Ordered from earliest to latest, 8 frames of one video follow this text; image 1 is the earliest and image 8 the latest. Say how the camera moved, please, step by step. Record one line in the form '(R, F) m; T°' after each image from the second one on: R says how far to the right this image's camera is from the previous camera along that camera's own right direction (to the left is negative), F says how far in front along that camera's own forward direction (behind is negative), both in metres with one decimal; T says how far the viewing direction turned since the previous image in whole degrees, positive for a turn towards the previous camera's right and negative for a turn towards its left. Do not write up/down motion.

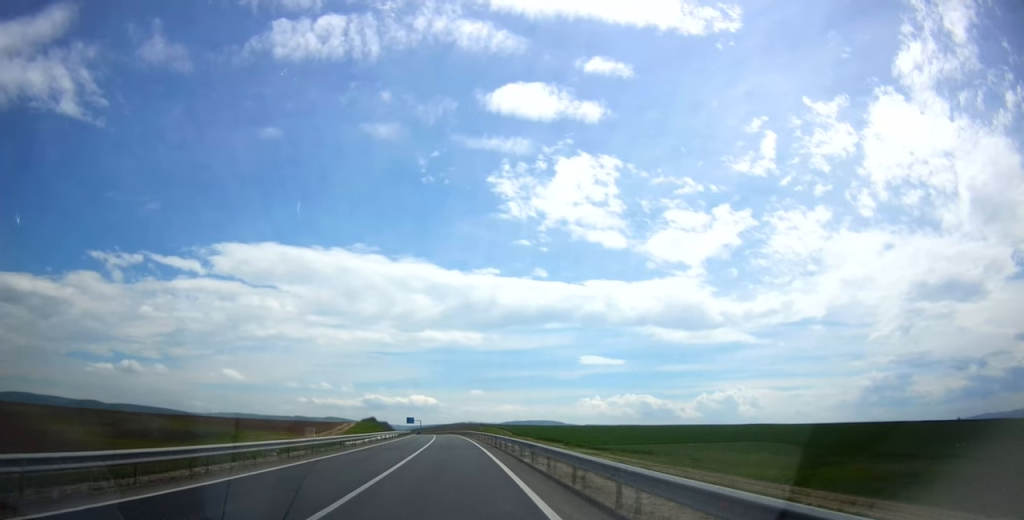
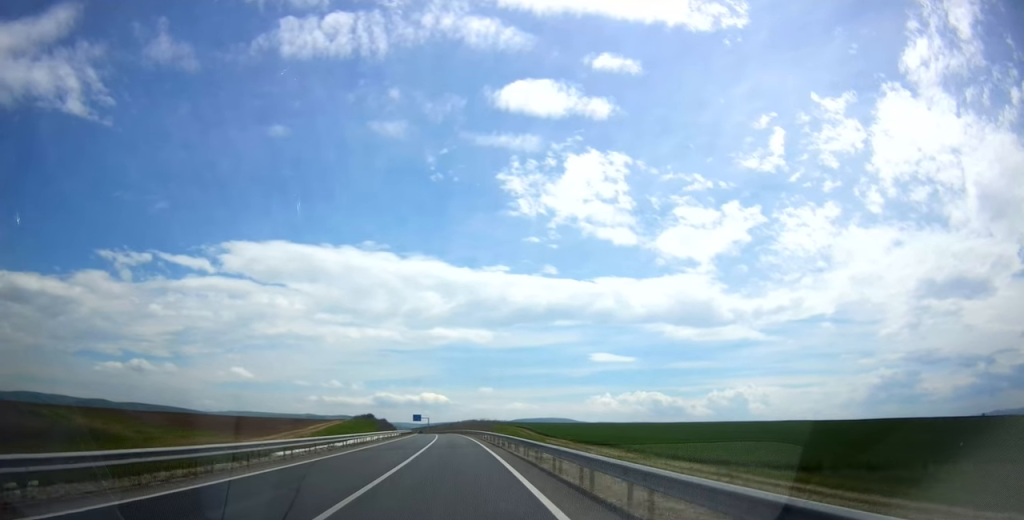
(-0.2, +24.1) m; 0°
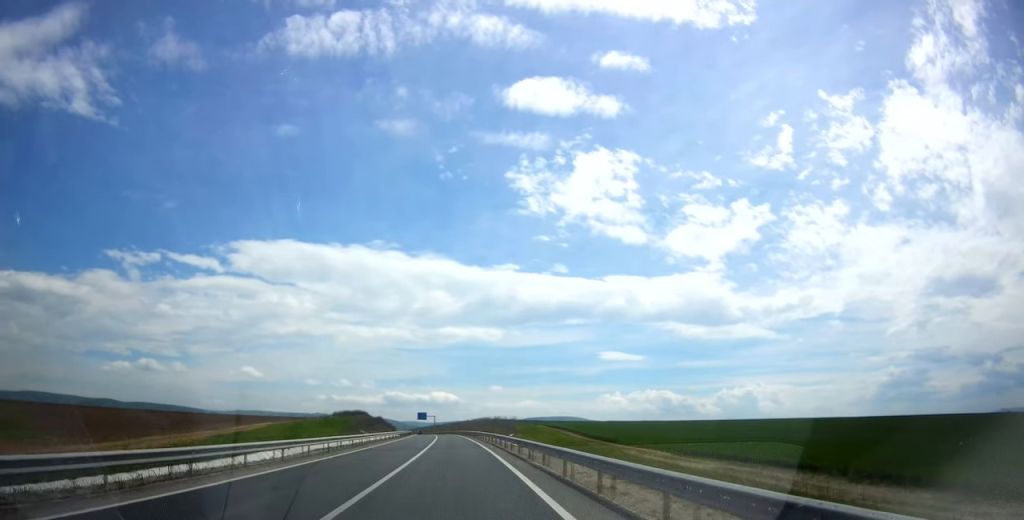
(+0.3, +29.3) m; -1°
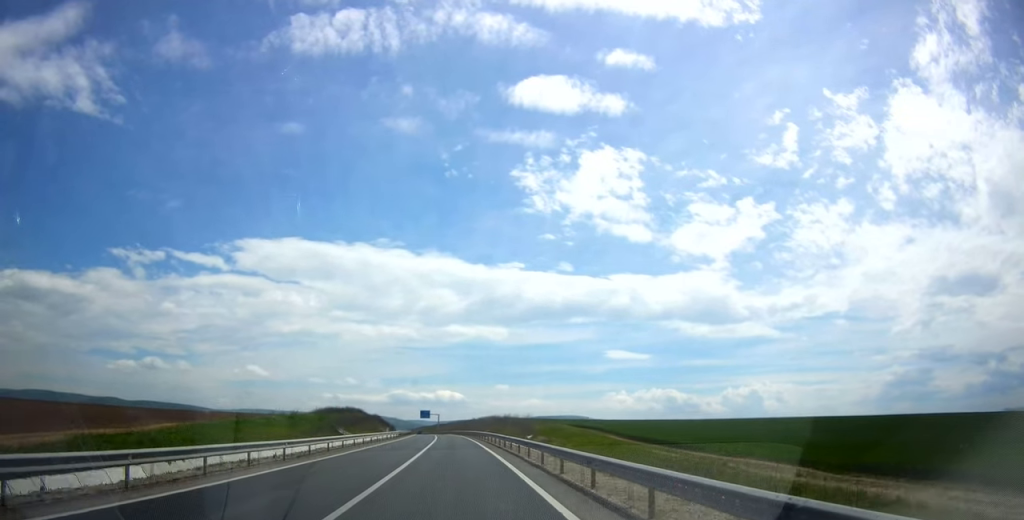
(-0.1, +14.6) m; -1°
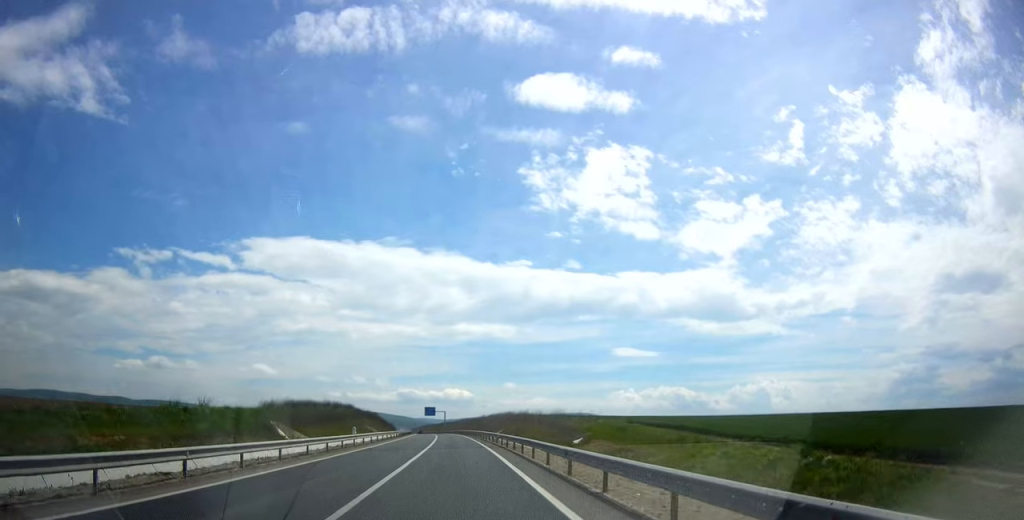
(-0.3, +20.9) m; -1°
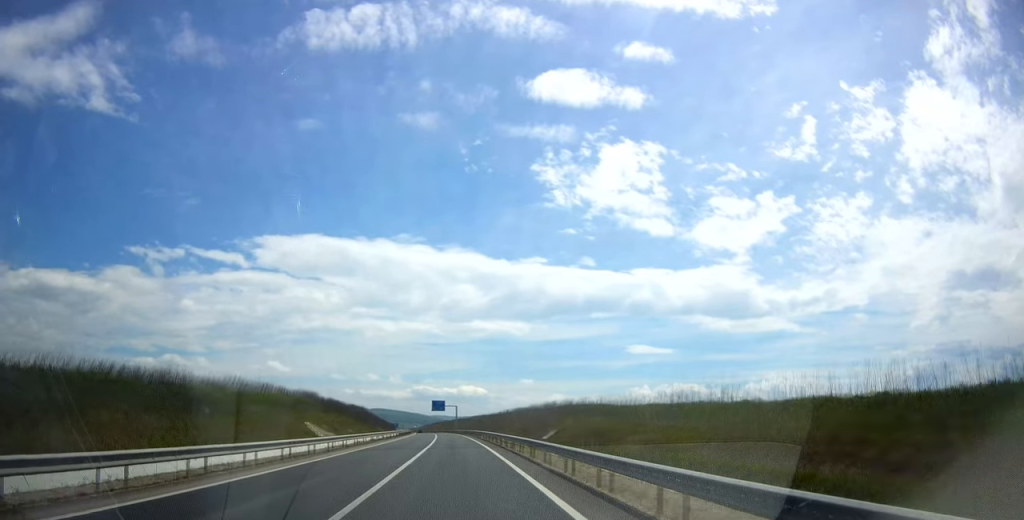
(-0.2, +39.5) m; -1°
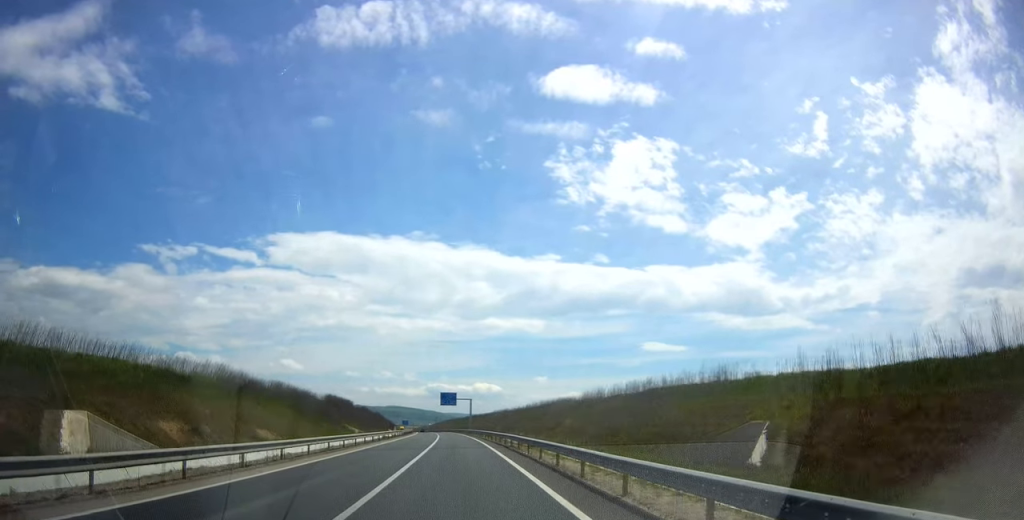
(-0.4, +33.1) m; -2°
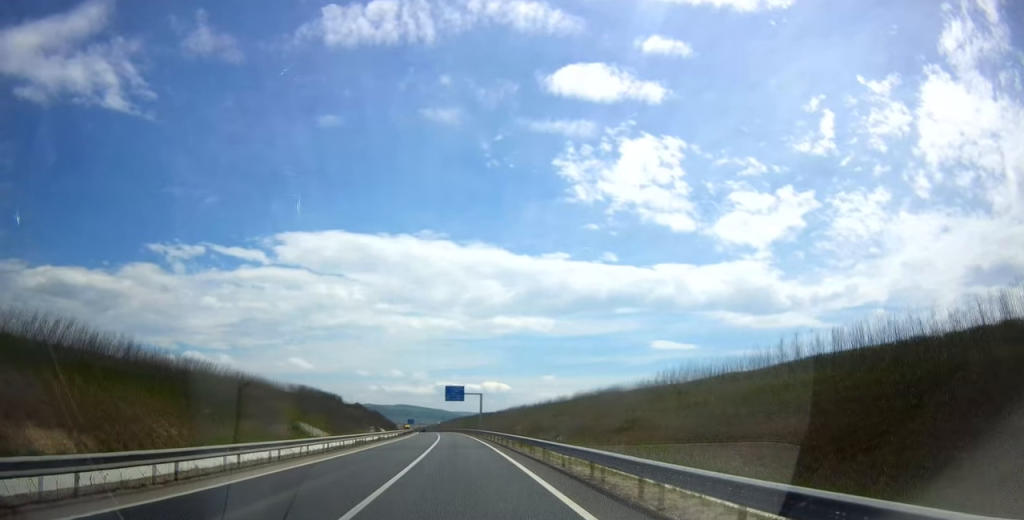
(-0.4, +20.7) m; -2°
